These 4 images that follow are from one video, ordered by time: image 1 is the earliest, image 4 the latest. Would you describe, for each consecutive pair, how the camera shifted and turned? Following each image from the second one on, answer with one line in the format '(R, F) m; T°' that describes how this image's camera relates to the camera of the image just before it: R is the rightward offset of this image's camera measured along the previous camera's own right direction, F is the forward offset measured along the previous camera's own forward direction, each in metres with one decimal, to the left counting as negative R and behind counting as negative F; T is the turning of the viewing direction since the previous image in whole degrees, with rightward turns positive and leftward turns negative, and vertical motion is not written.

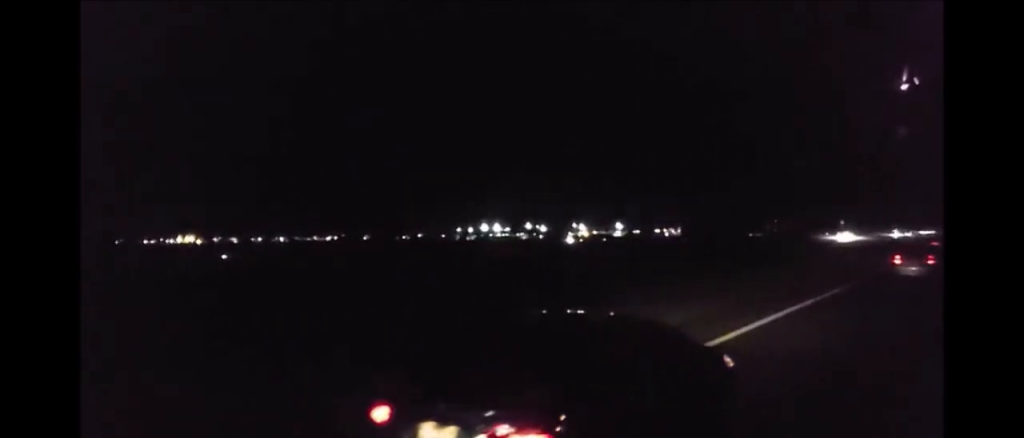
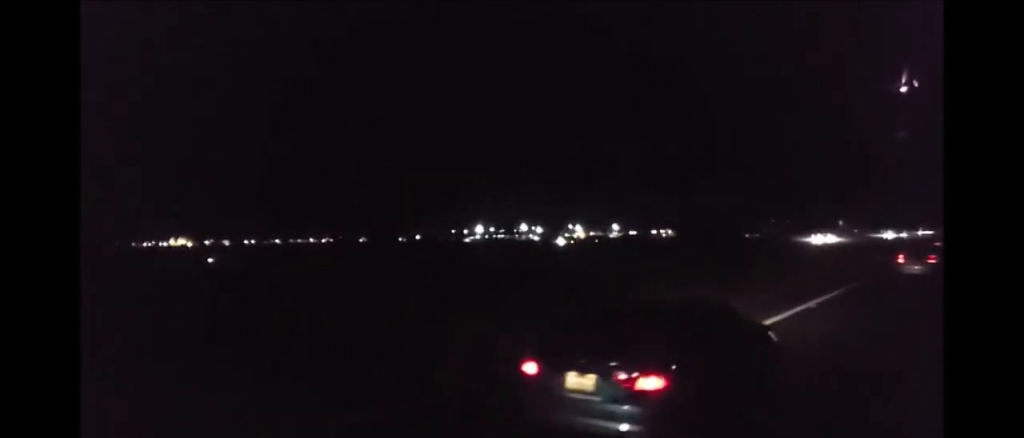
(-0.2, +18.5) m; 0°
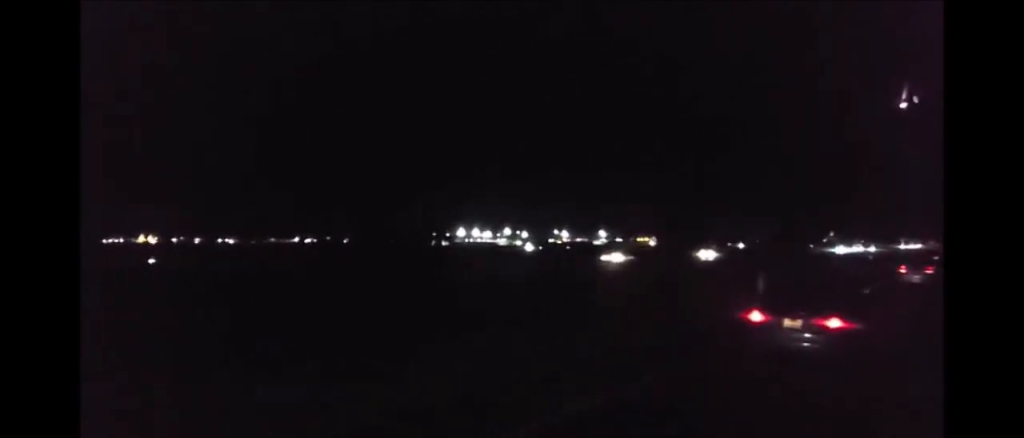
(+1.0, +60.2) m; 0°
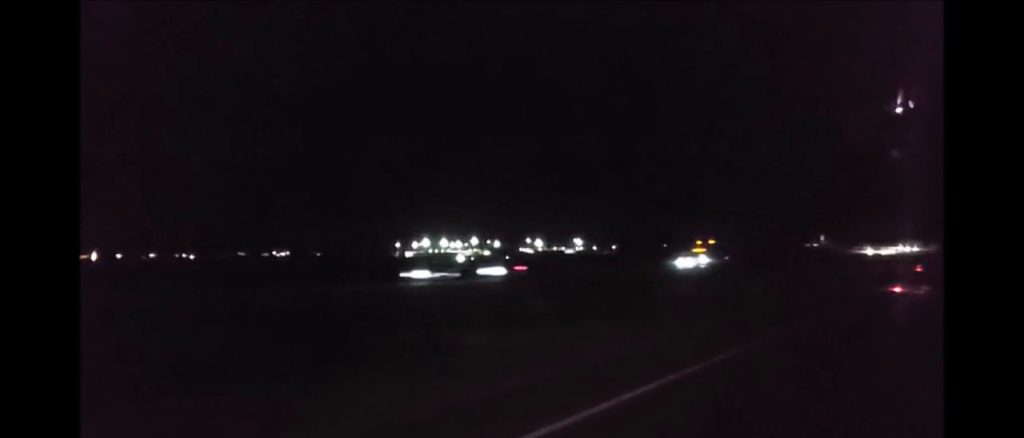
(-0.7, +103.5) m; 0°
